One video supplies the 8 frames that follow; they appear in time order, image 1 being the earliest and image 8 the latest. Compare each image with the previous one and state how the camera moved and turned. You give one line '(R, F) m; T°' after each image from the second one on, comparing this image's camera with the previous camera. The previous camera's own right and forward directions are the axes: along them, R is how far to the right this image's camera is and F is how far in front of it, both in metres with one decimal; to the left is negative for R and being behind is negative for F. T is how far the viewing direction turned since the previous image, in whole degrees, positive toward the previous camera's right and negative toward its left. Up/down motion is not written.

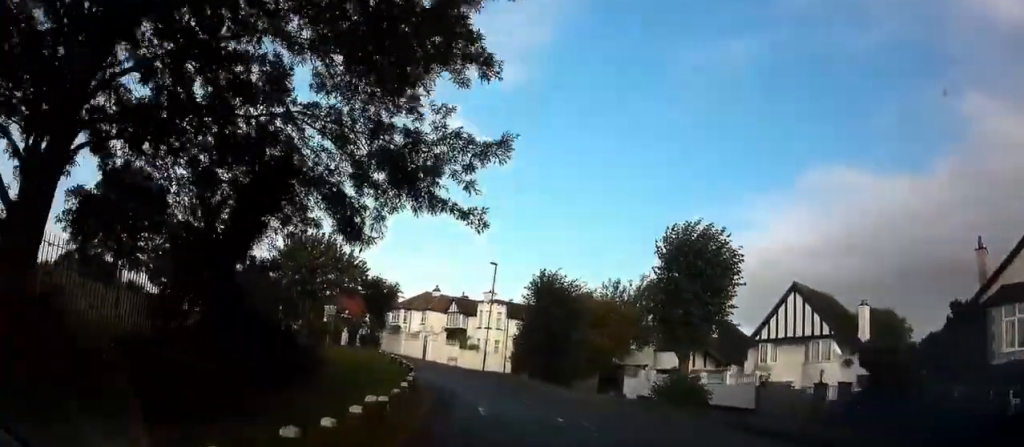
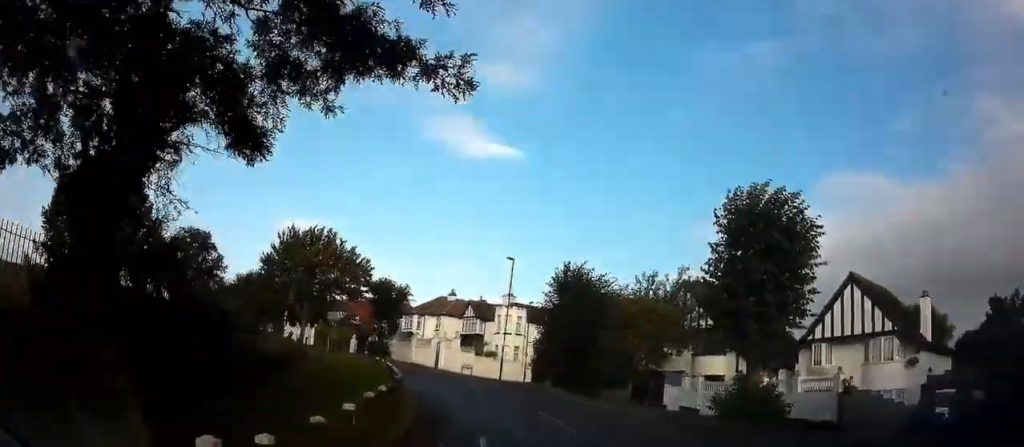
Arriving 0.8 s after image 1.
(-0.1, +4.0) m; -2°
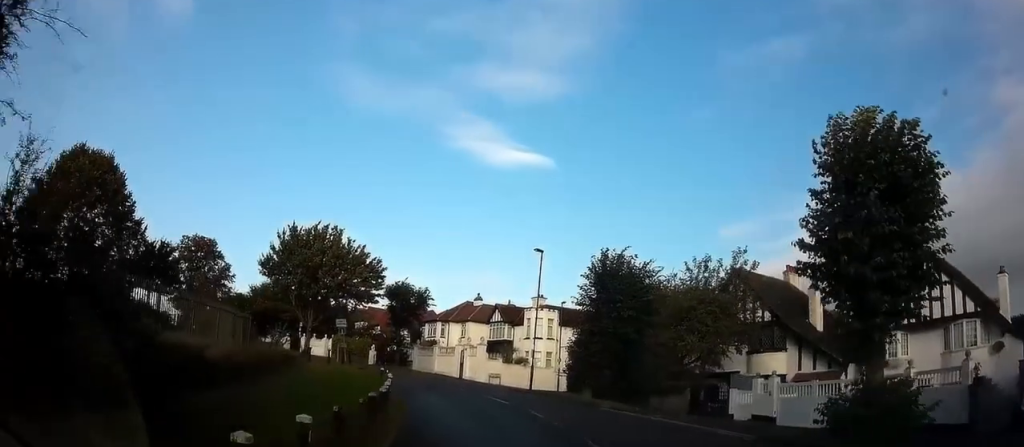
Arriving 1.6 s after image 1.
(-0.1, +4.0) m; -3°
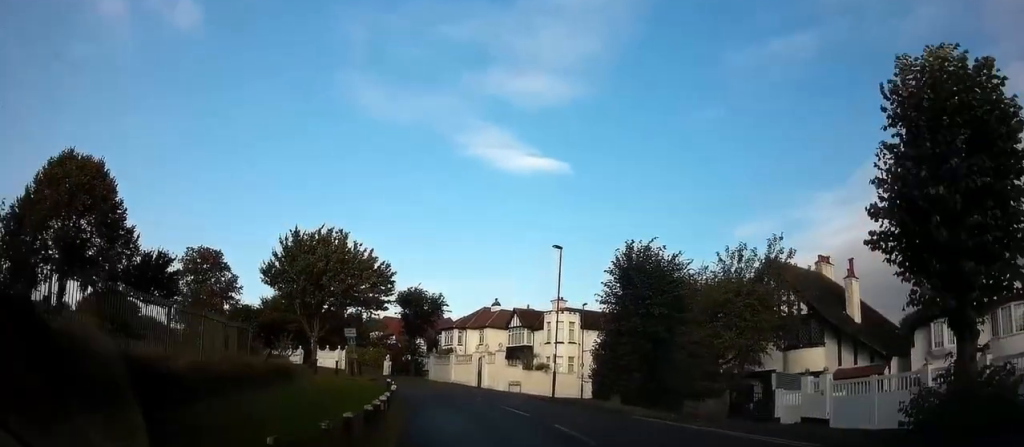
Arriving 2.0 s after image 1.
(0.0, +2.0) m; -1°
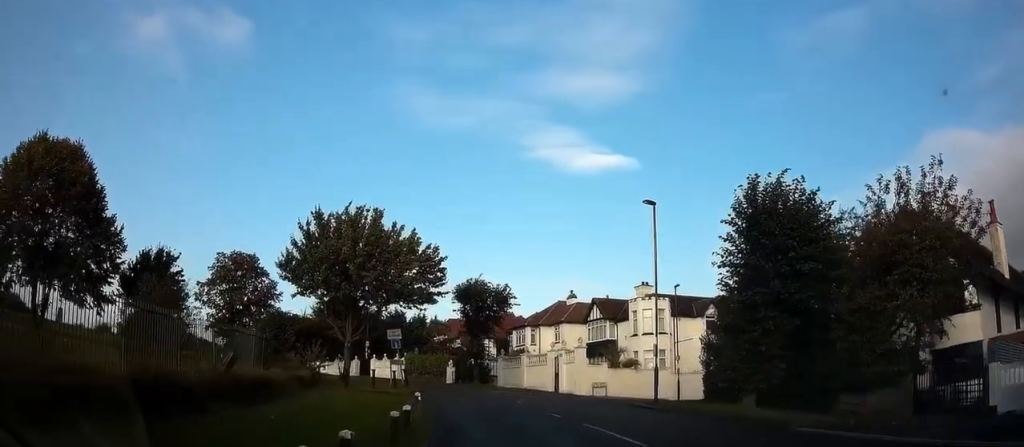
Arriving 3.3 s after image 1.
(-0.3, +6.4) m; -5°
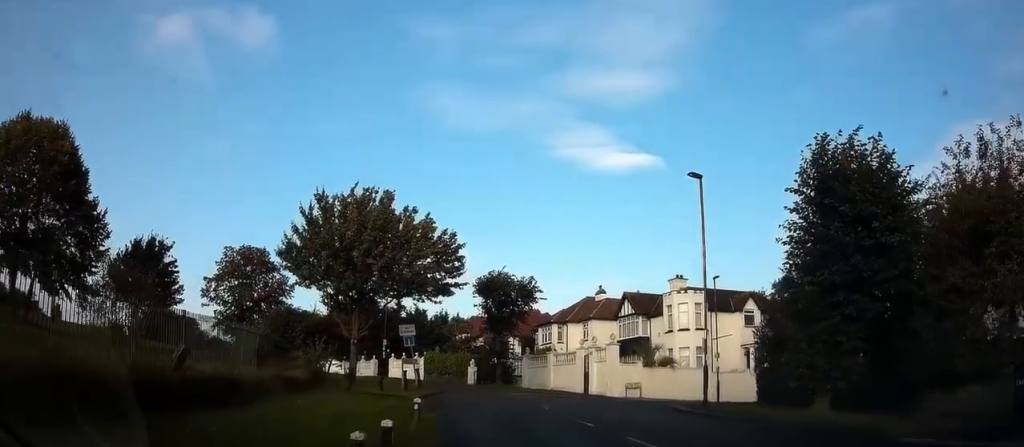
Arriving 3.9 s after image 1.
(0.0, +2.9) m; -2°
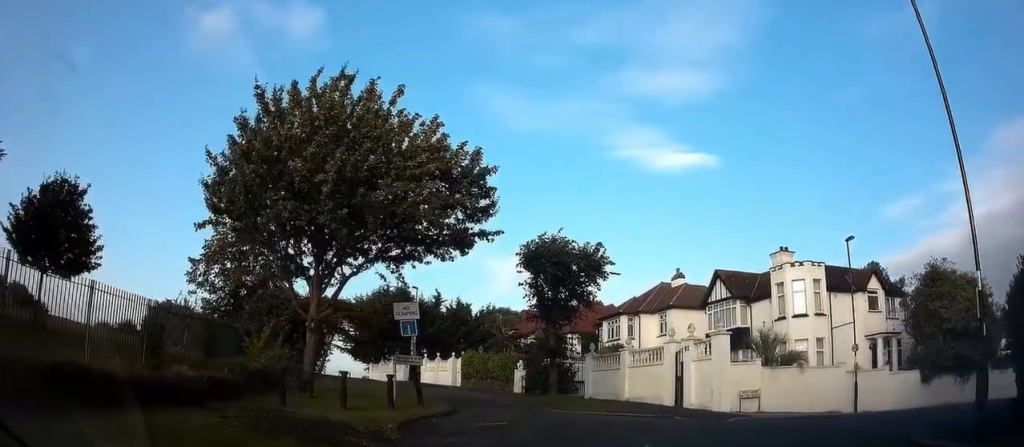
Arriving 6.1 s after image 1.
(-0.8, +10.2) m; -8°
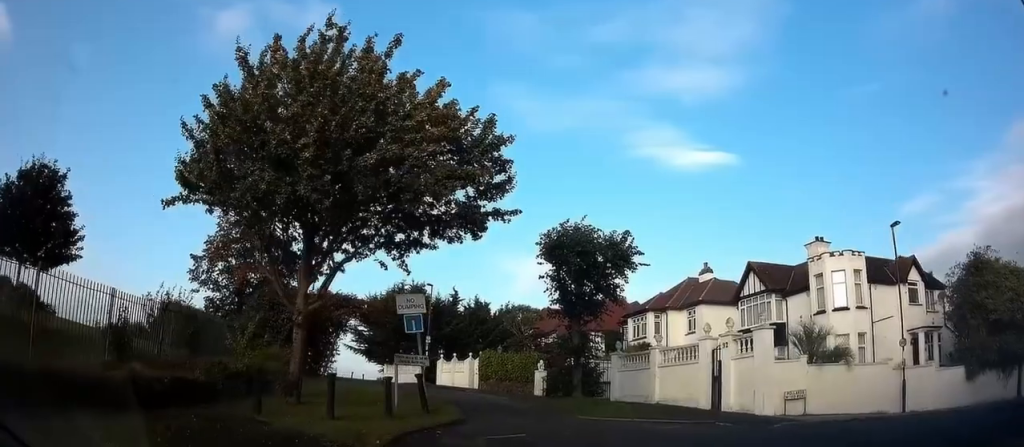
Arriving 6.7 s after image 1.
(-0.1, +2.1) m; 0°
